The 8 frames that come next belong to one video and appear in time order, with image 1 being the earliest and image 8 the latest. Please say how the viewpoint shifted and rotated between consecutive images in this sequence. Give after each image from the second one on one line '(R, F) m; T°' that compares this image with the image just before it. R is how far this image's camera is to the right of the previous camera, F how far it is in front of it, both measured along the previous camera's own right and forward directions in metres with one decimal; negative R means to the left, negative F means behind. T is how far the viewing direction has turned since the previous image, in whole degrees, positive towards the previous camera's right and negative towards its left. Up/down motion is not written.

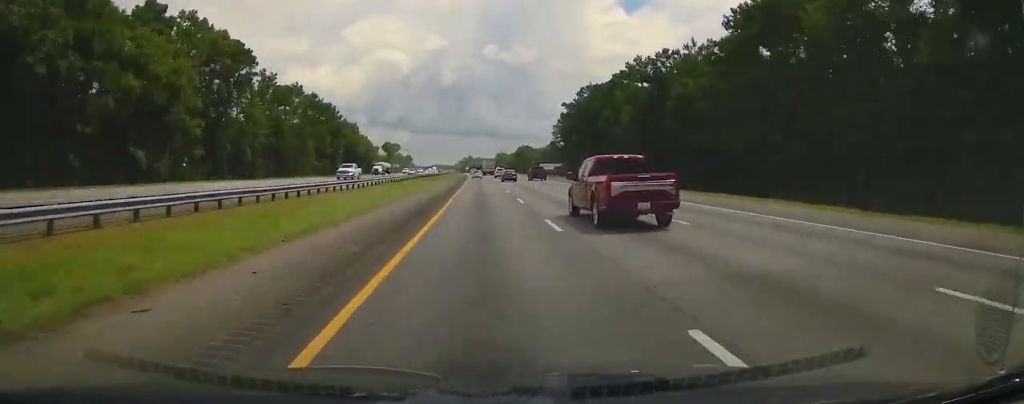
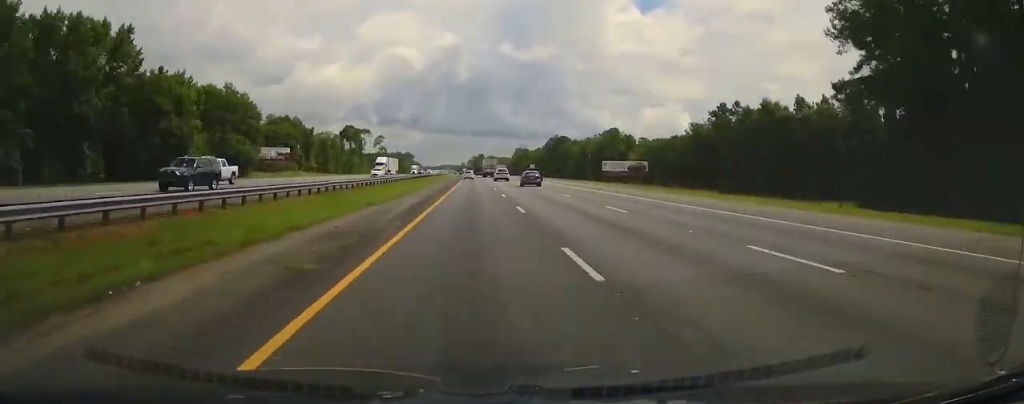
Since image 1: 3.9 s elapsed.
(-1.5, +144.0) m; -2°
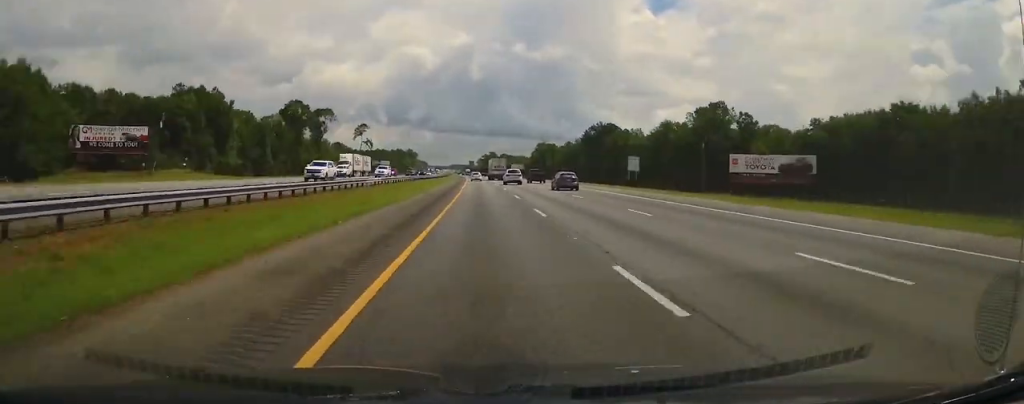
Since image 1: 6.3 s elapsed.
(-1.3, +89.2) m; -1°
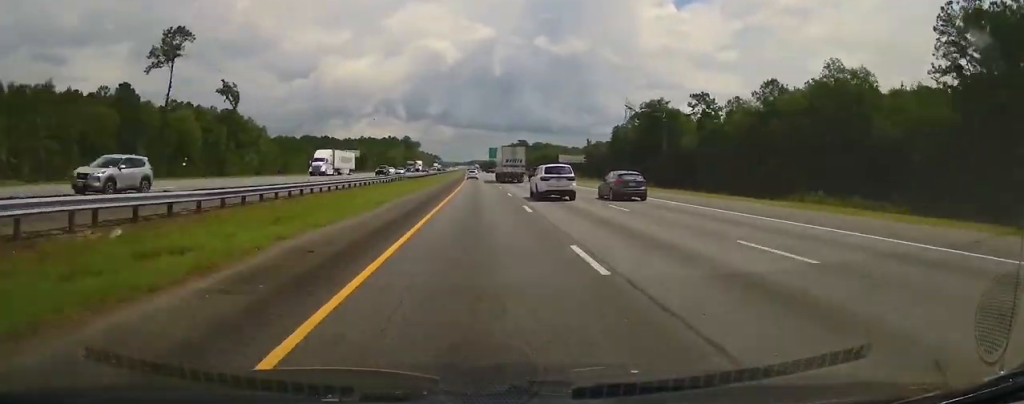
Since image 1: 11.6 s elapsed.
(-2.9, +197.3) m; -2°
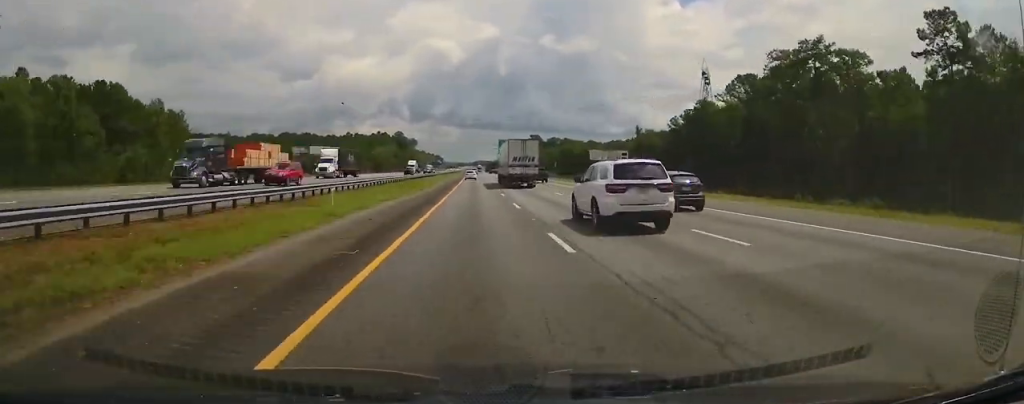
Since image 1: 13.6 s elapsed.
(-0.5, +73.6) m; 0°
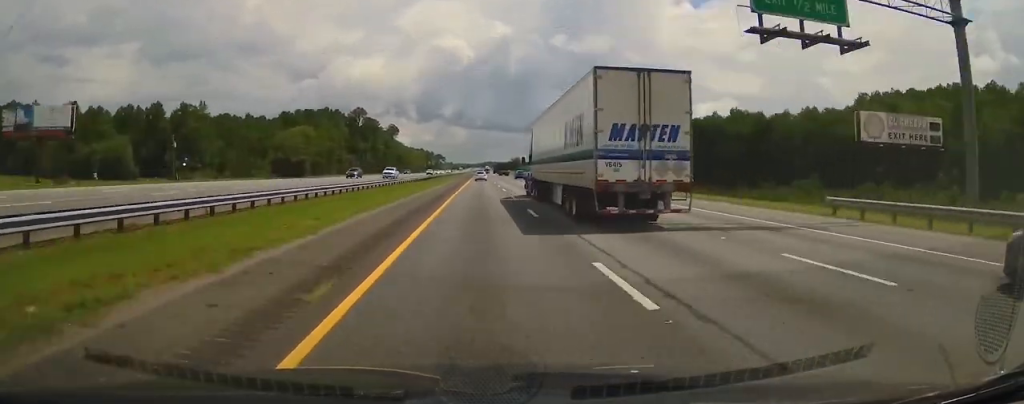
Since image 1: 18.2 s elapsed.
(-1.1, +166.7) m; -1°
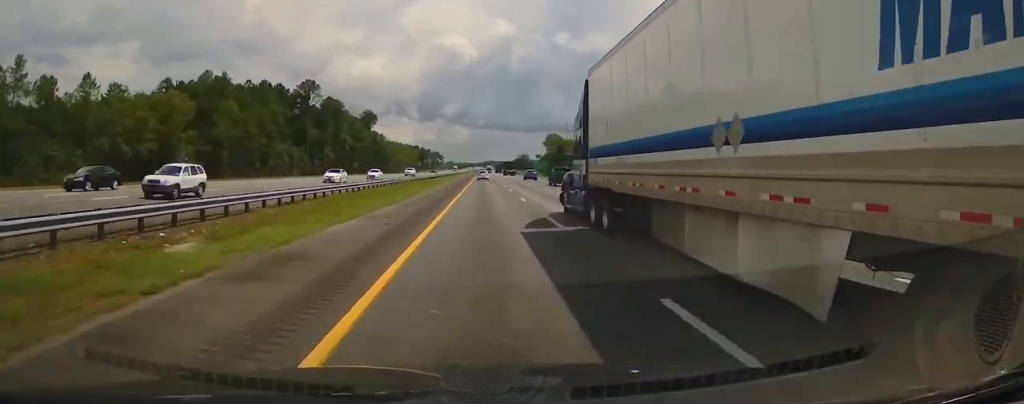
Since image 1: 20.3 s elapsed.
(0.0, +78.1) m; 0°
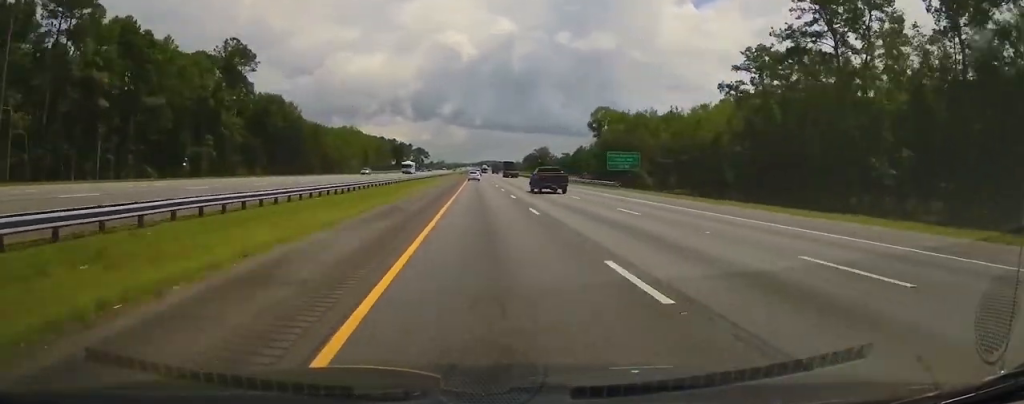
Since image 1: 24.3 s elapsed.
(+0.4, +145.6) m; 0°
